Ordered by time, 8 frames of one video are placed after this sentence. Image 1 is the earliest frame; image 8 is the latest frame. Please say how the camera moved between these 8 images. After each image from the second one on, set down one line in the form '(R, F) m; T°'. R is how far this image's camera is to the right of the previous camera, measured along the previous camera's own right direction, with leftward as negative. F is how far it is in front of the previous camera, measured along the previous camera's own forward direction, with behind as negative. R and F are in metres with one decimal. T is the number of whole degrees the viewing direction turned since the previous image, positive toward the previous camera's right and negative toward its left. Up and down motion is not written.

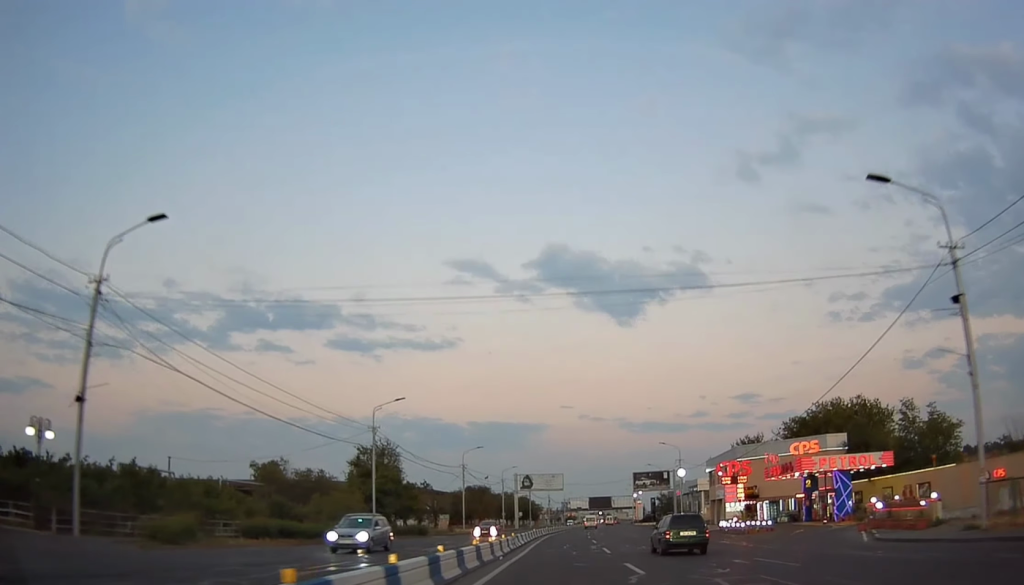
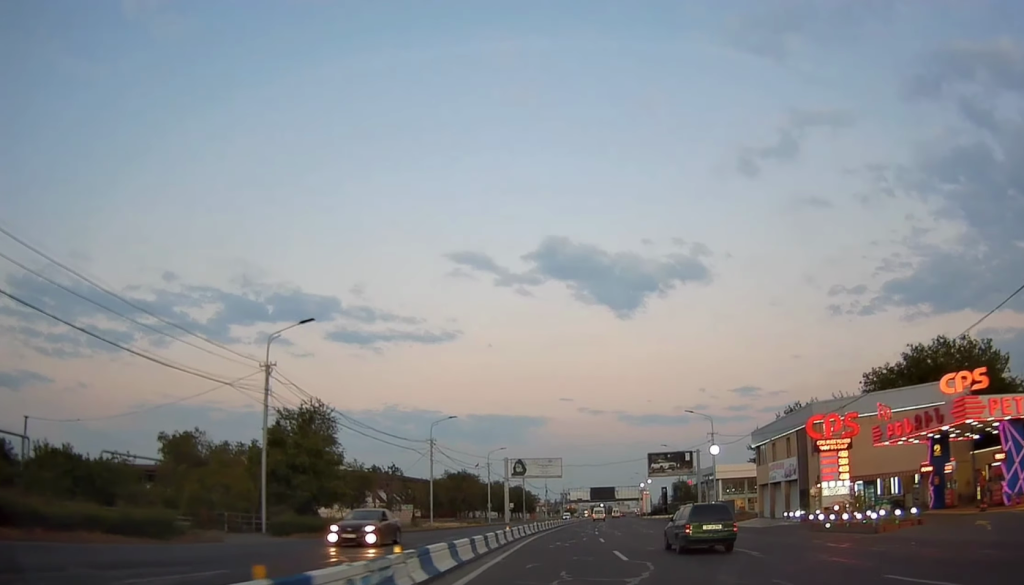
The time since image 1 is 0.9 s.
(-0.4, +21.1) m; 0°
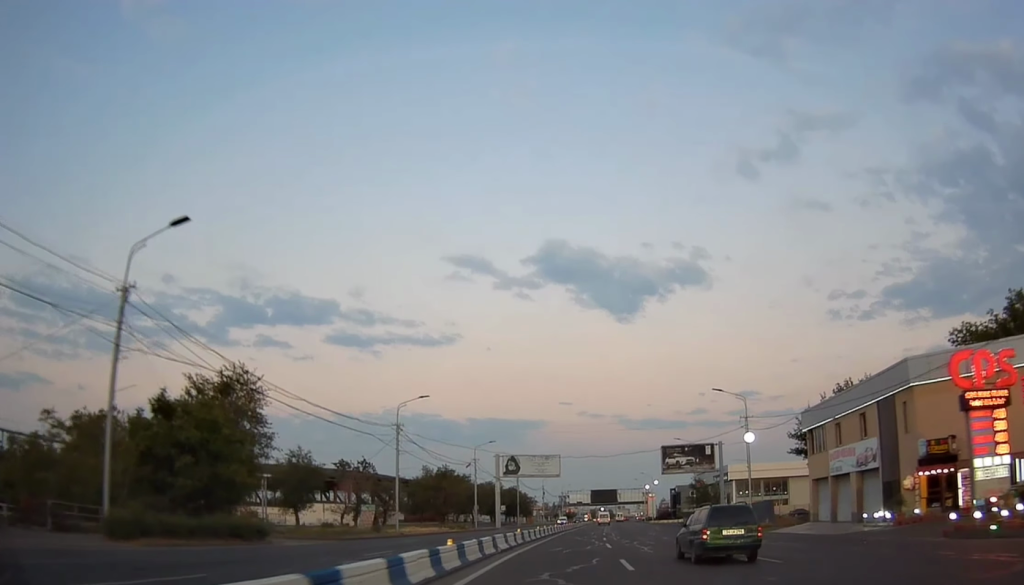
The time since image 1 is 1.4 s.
(+0.3, +13.8) m; +1°
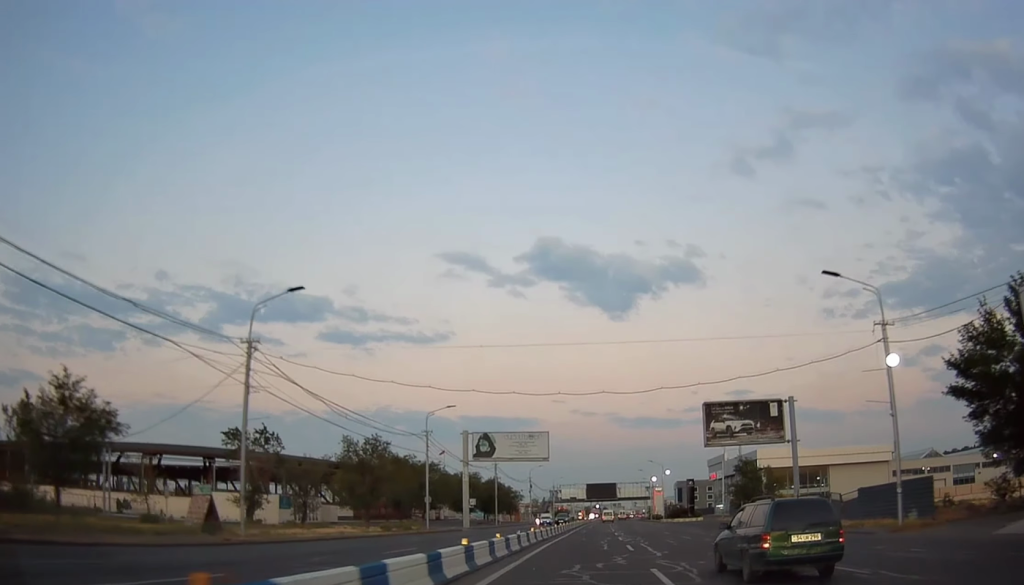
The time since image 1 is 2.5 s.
(+0.4, +27.0) m; +1°
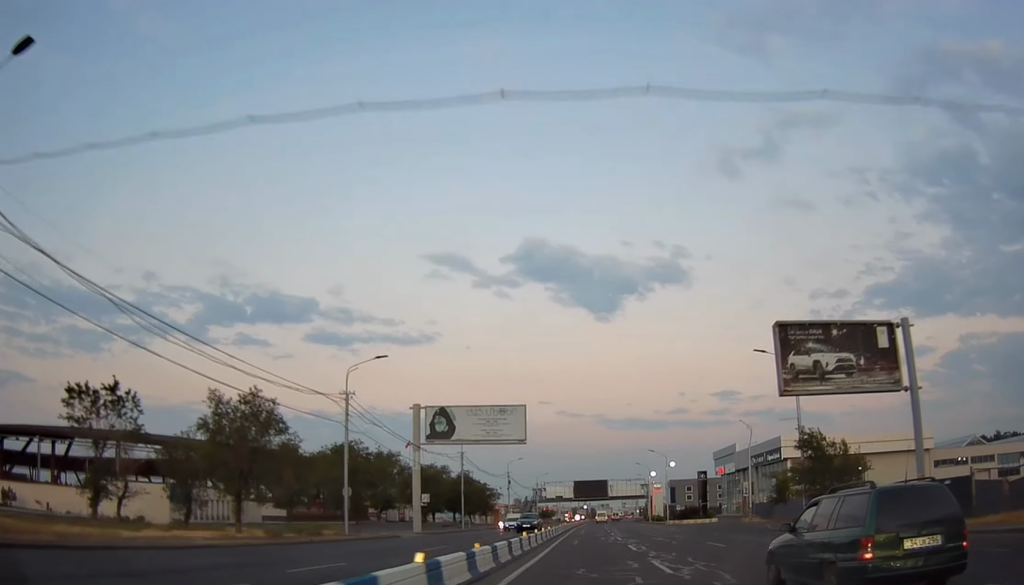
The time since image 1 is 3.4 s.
(0.0, +20.0) m; +1°
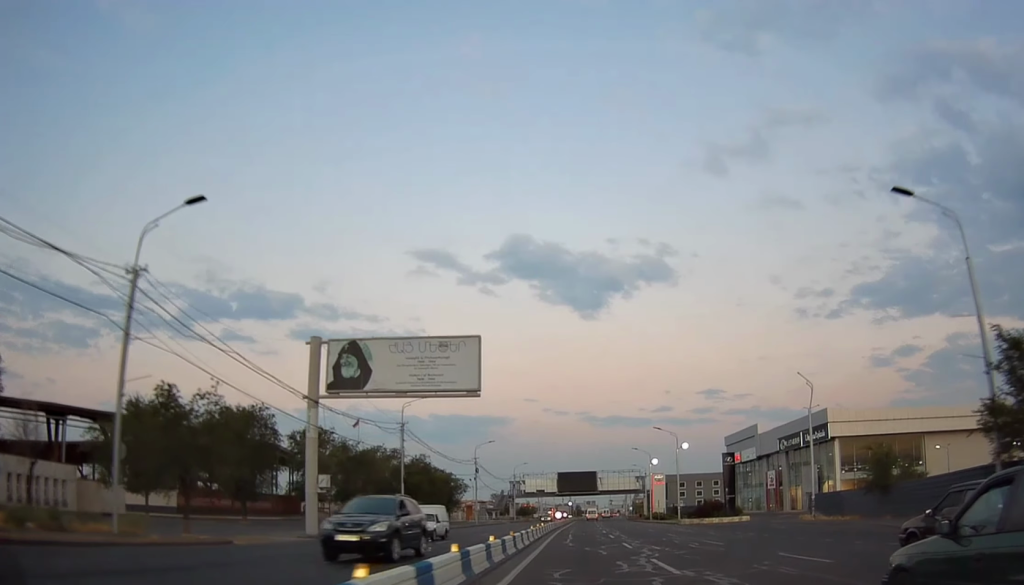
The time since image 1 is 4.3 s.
(+0.2, +22.8) m; +2°
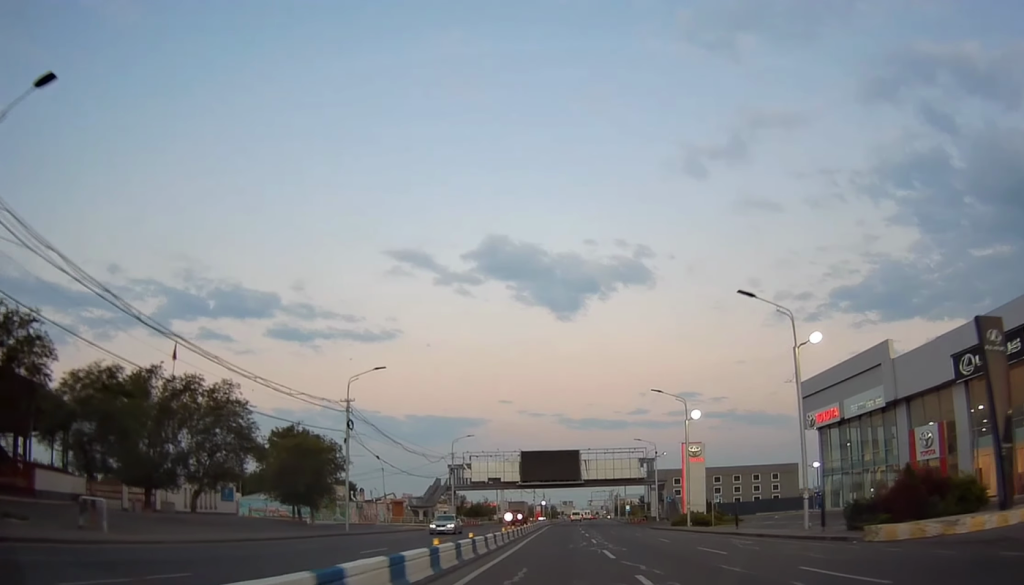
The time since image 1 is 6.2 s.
(+1.3, +47.8) m; +1°
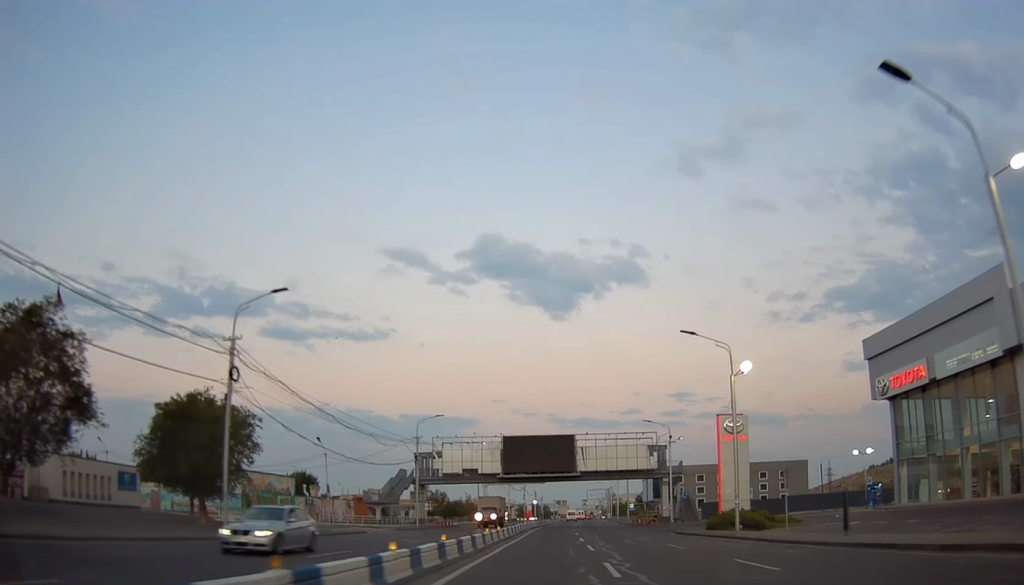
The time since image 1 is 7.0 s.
(-0.3, +17.3) m; 0°
